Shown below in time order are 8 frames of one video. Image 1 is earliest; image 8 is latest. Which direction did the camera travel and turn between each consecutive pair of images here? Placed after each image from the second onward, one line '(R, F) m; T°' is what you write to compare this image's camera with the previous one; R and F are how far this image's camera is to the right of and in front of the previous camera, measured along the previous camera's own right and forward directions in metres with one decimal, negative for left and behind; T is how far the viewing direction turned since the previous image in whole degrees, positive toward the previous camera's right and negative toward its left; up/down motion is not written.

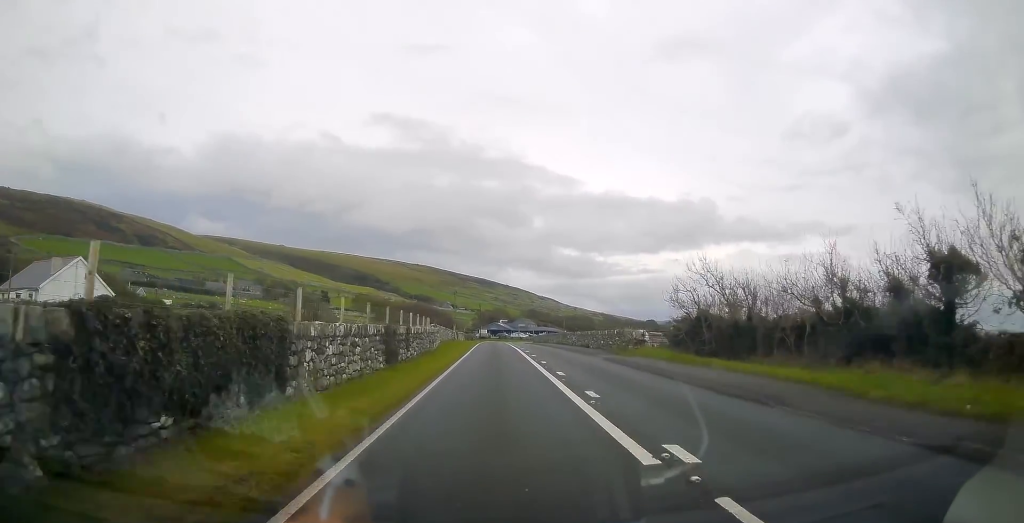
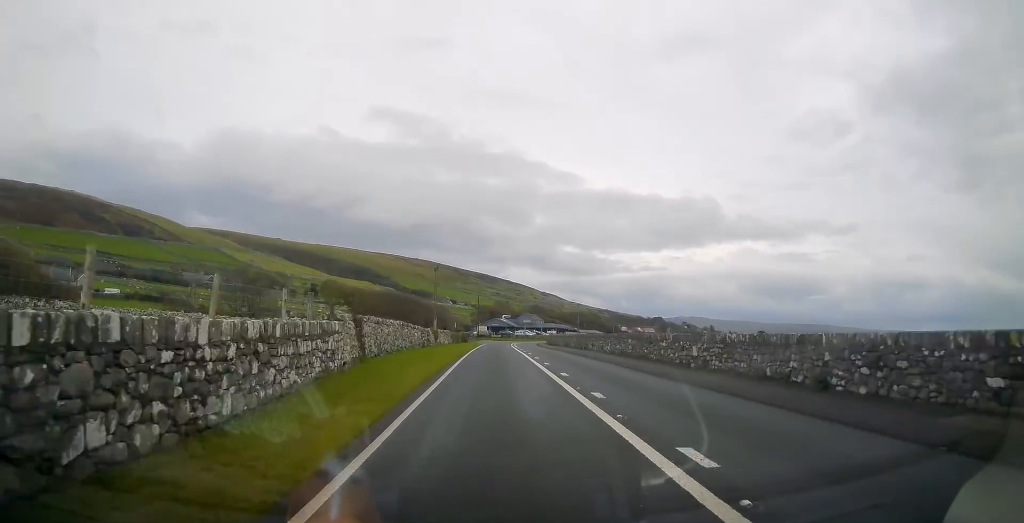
(0.0, +28.4) m; 0°
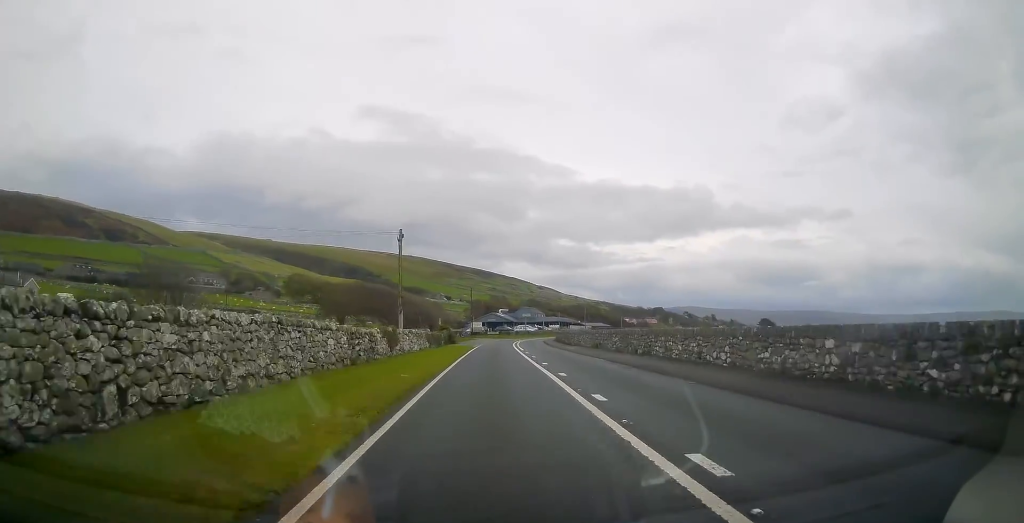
(0.0, +17.7) m; 0°
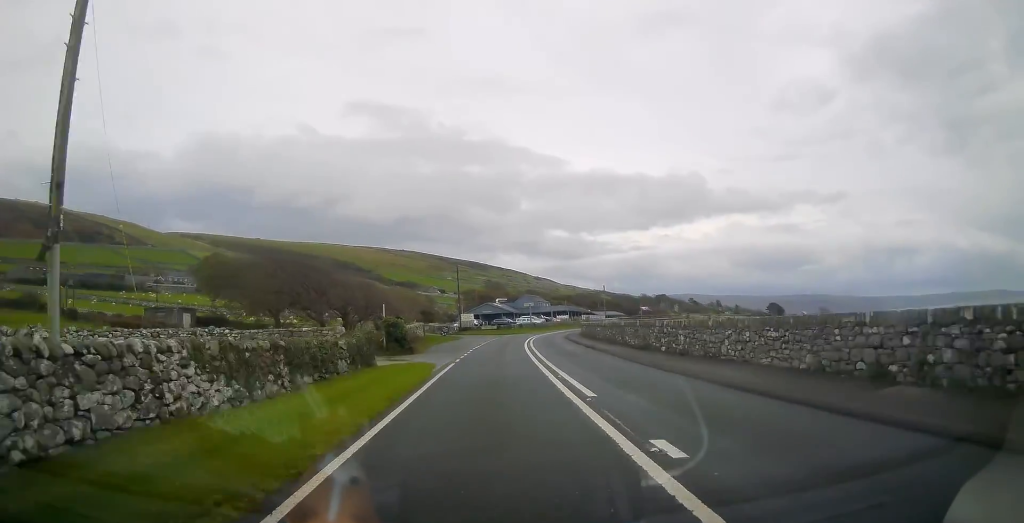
(+0.1, +28.3) m; +1°
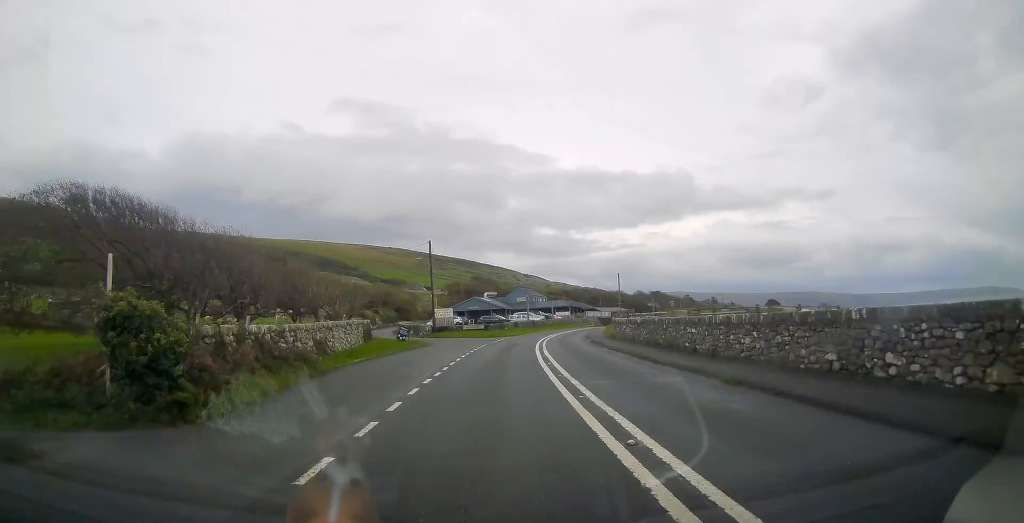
(+0.1, +22.0) m; +1°
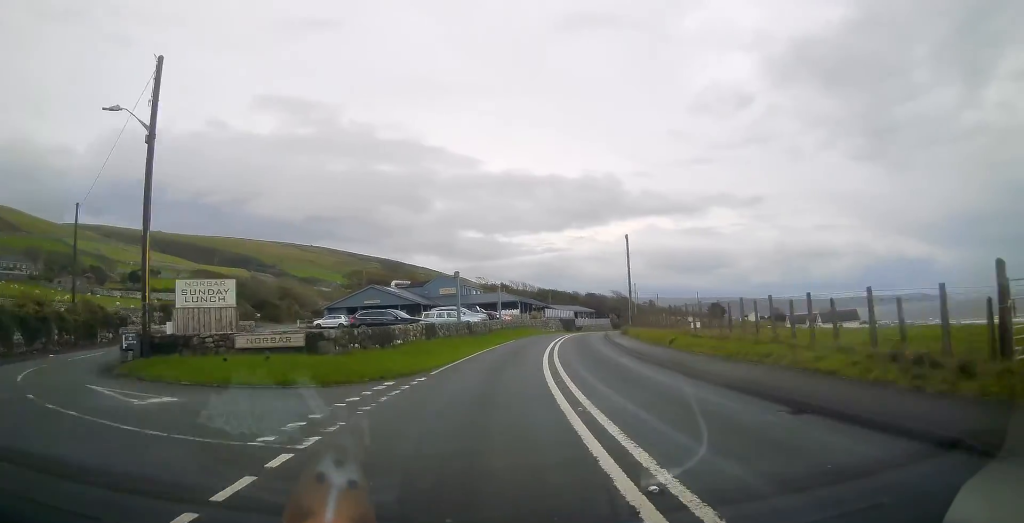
(+1.8, +41.3) m; +6°
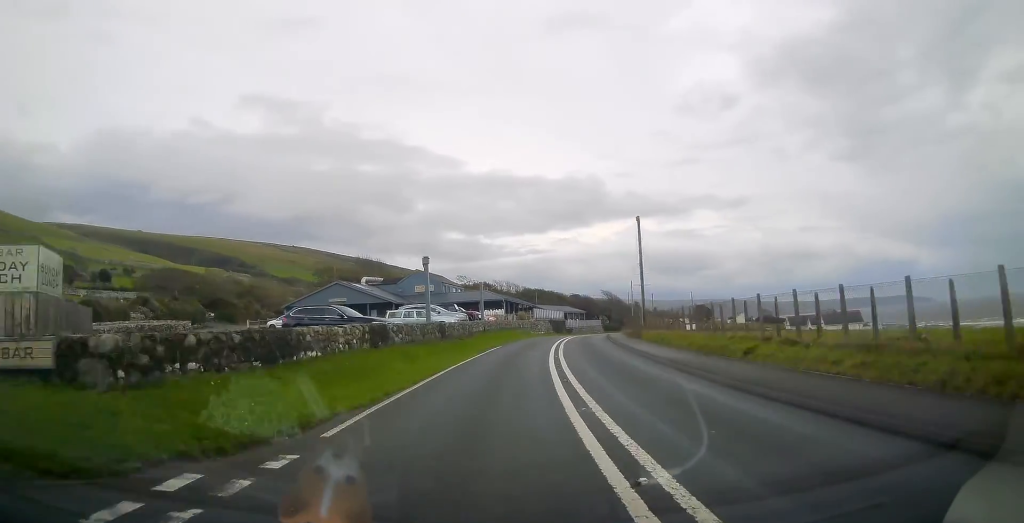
(+0.2, +9.0) m; +2°
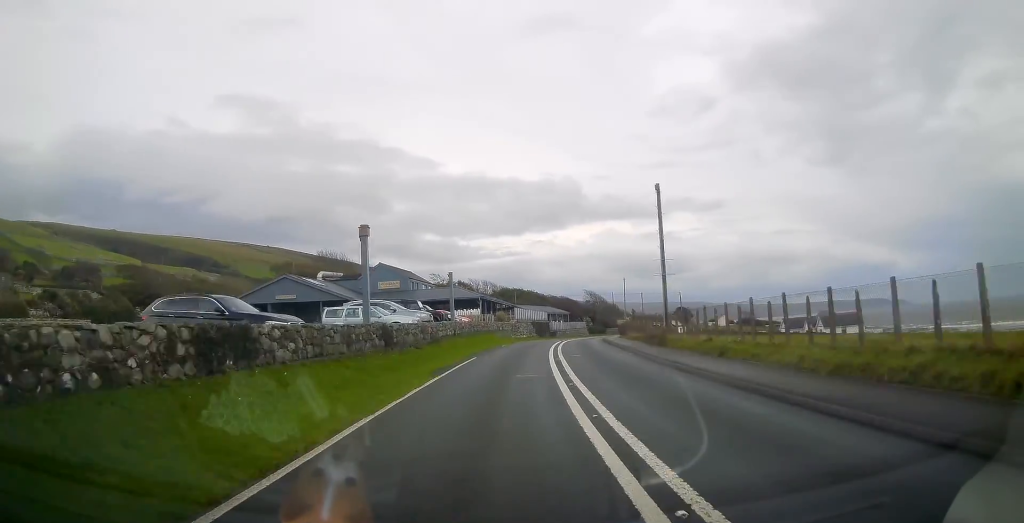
(0.0, +9.8) m; +2°
